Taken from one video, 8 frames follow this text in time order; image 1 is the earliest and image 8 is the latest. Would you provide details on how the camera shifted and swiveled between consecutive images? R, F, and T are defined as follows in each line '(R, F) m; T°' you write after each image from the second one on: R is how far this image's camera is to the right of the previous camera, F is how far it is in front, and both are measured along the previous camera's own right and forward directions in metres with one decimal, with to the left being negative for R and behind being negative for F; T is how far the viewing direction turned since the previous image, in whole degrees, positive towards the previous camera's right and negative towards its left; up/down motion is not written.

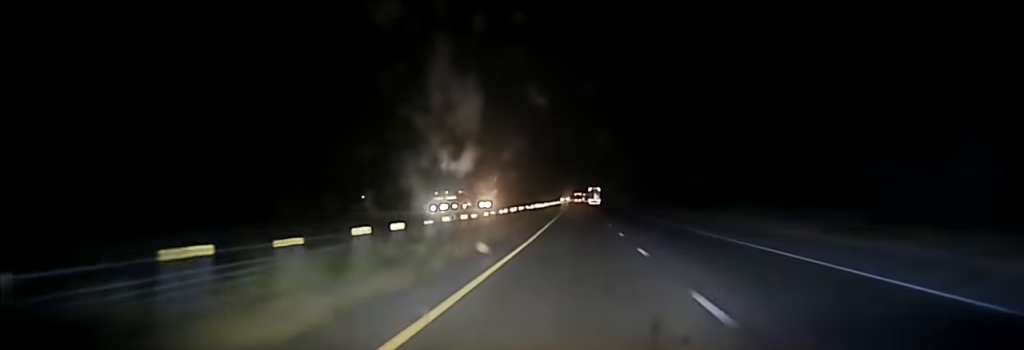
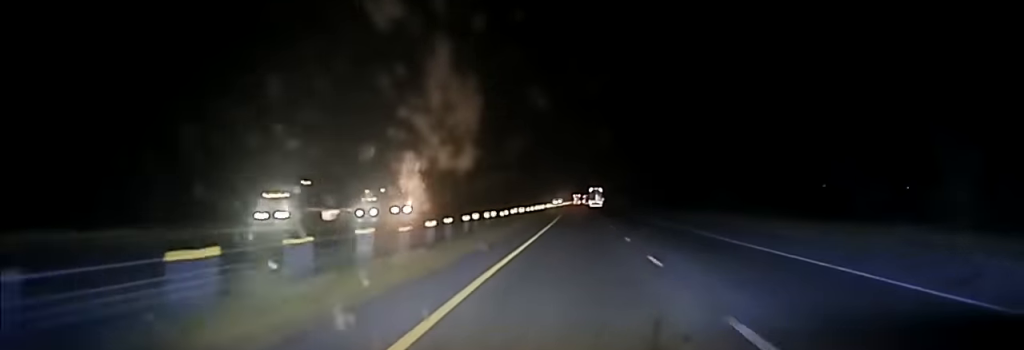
(-0.1, +56.9) m; 0°
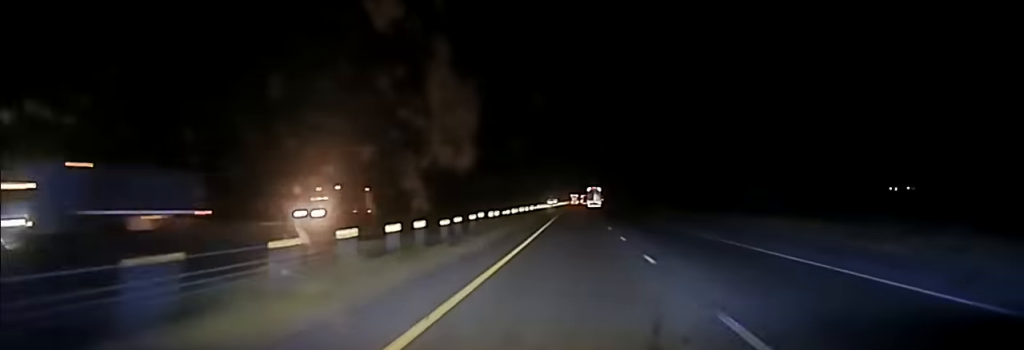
(+0.1, +22.6) m; 0°
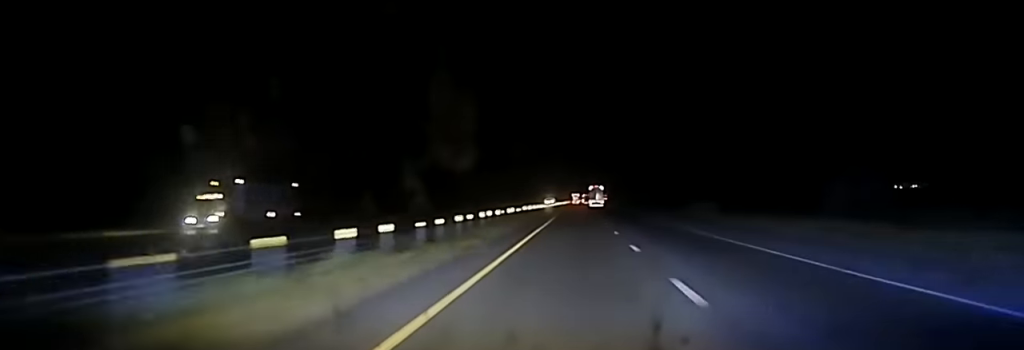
(-0.2, +32.1) m; 0°
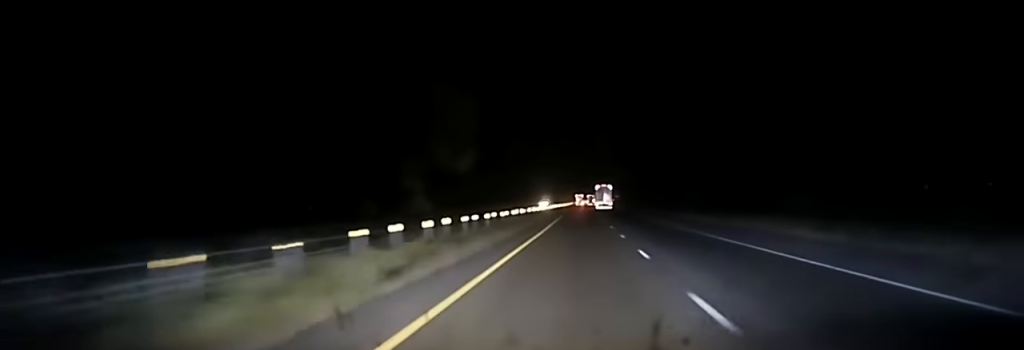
(+0.1, +63.4) m; 0°
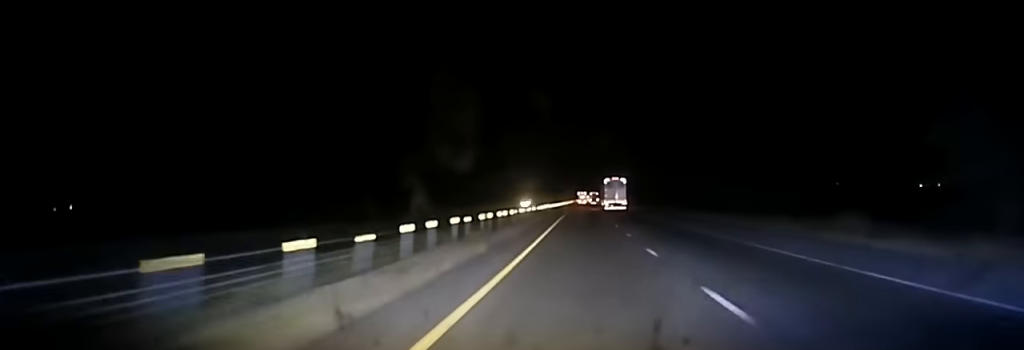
(-0.3, +106.4) m; -1°
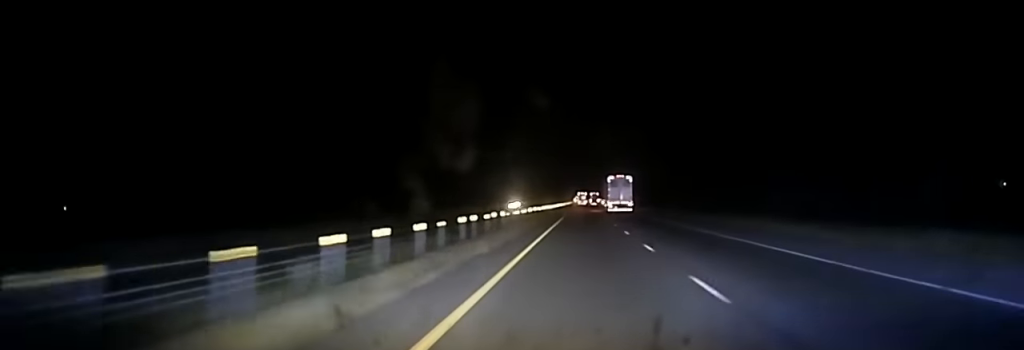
(-0.1, +39.0) m; 0°
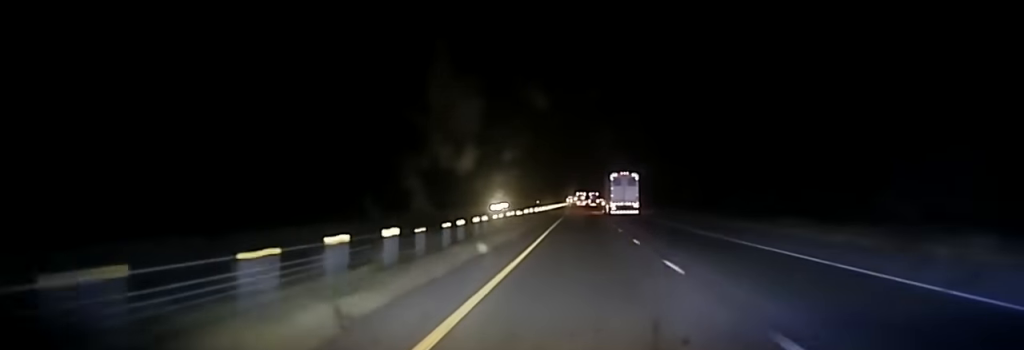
(+0.1, +32.7) m; 0°
